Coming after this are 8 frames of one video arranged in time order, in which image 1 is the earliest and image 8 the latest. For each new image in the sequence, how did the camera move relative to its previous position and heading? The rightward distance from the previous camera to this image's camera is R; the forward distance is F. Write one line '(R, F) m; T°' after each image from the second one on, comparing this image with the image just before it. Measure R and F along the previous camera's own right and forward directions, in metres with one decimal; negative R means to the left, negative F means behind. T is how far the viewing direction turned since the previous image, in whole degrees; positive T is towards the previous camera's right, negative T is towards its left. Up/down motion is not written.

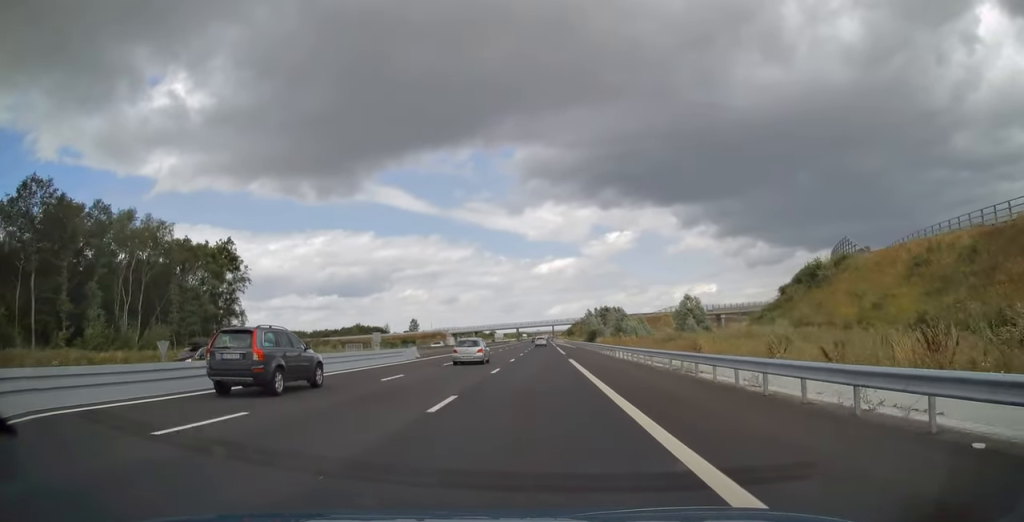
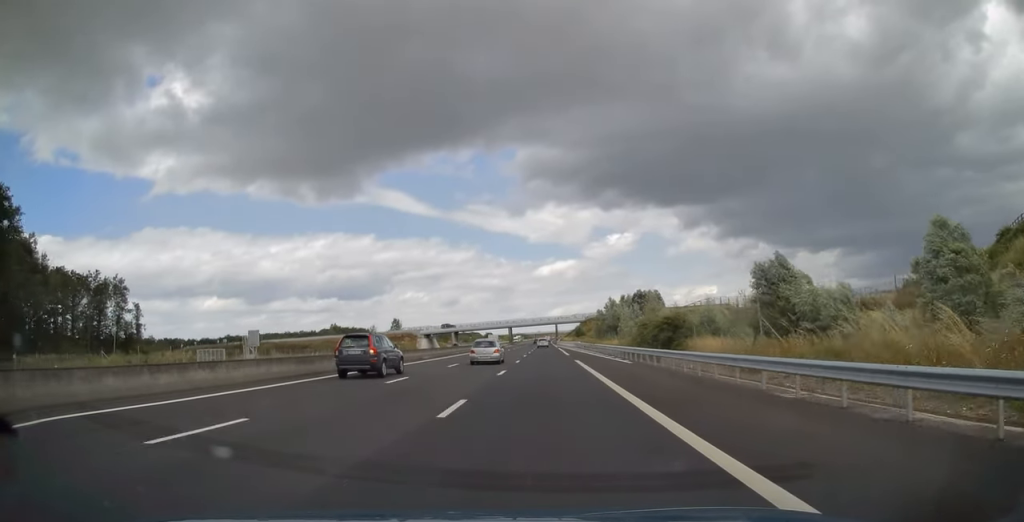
(-0.2, +53.9) m; 0°
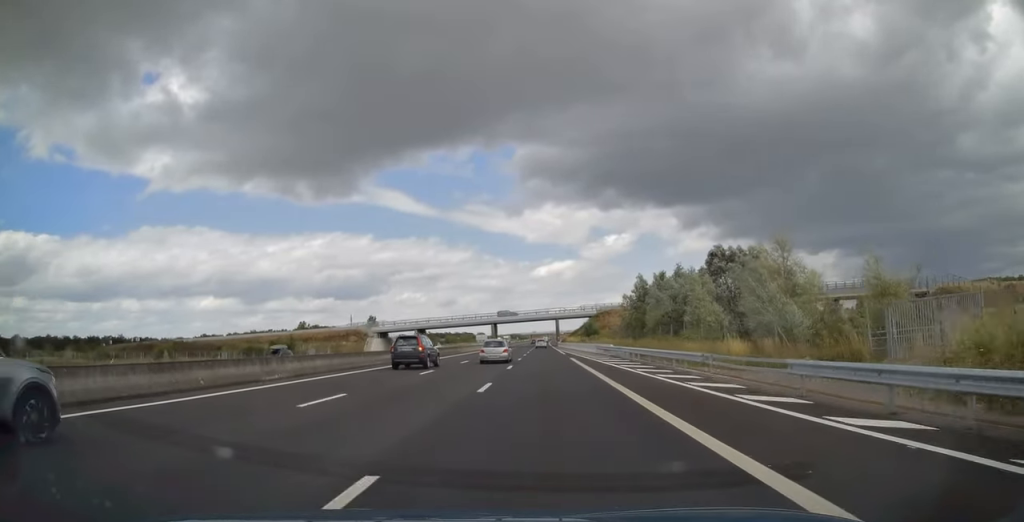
(0.0, +48.9) m; 0°
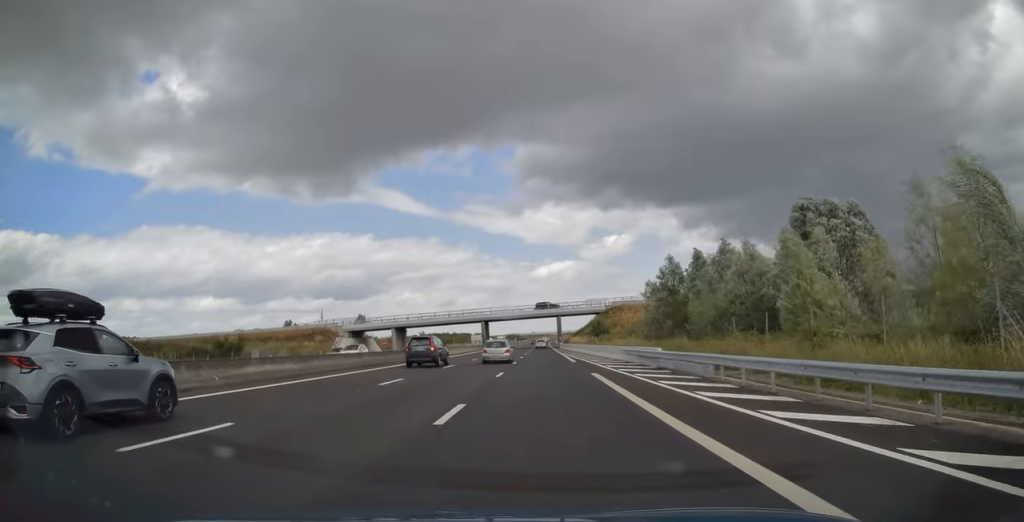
(0.0, +20.3) m; 0°
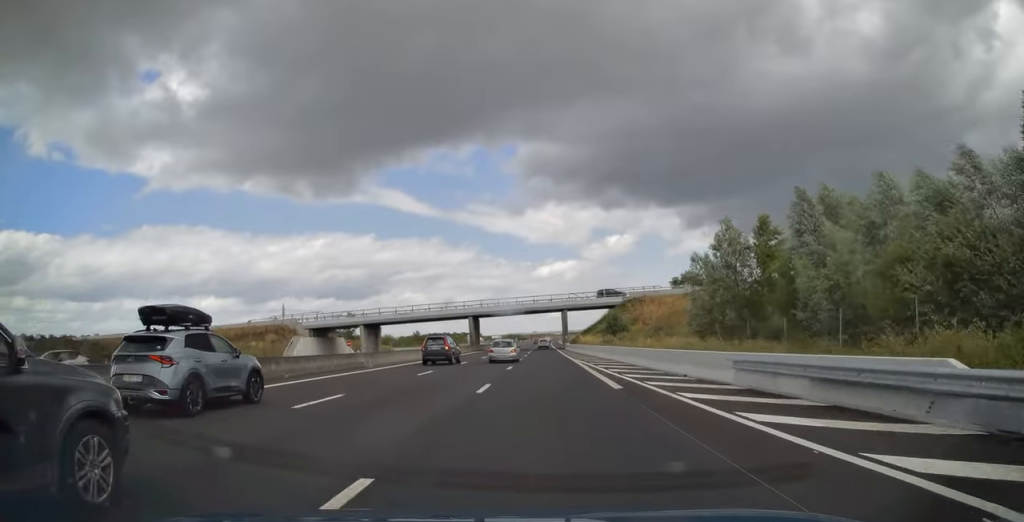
(+0.1, +21.9) m; 0°
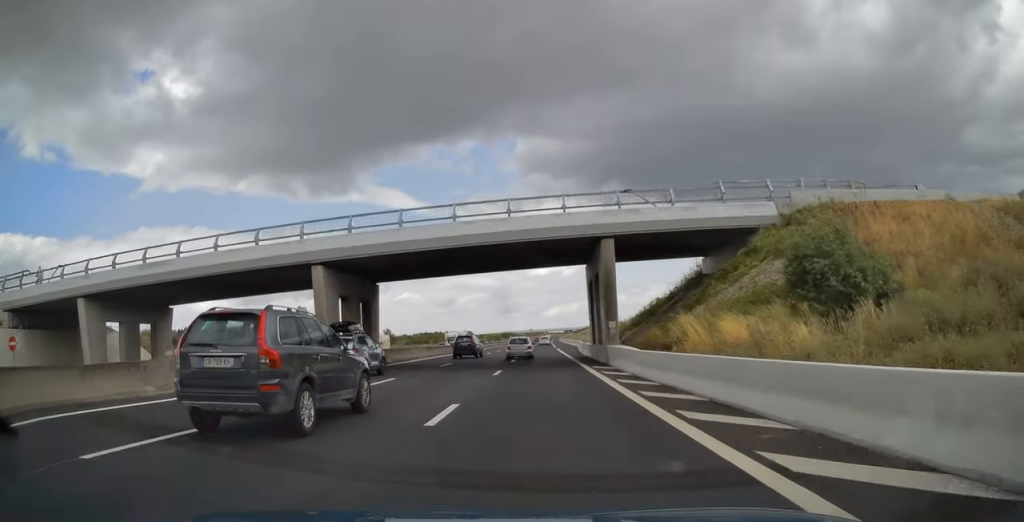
(0.0, +67.5) m; 0°
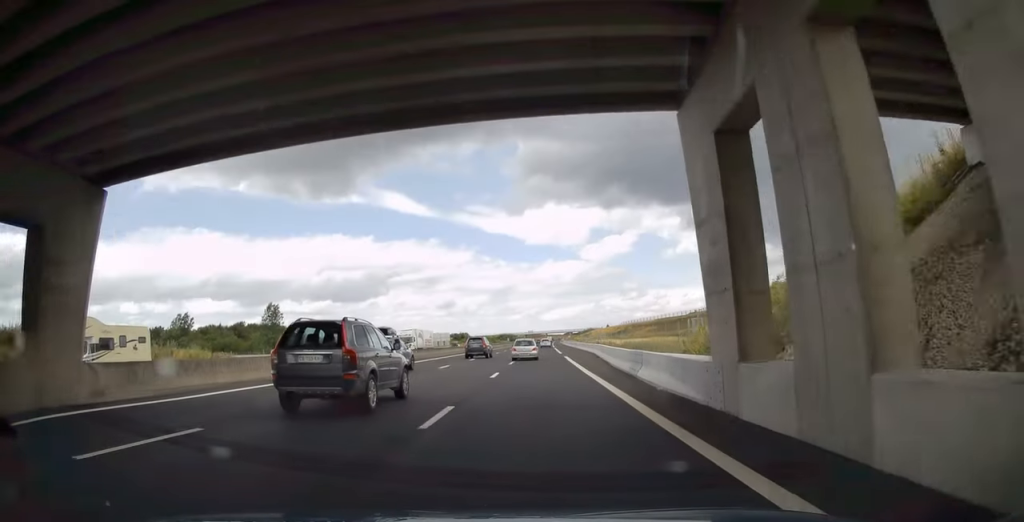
(0.0, +29.9) m; 0°
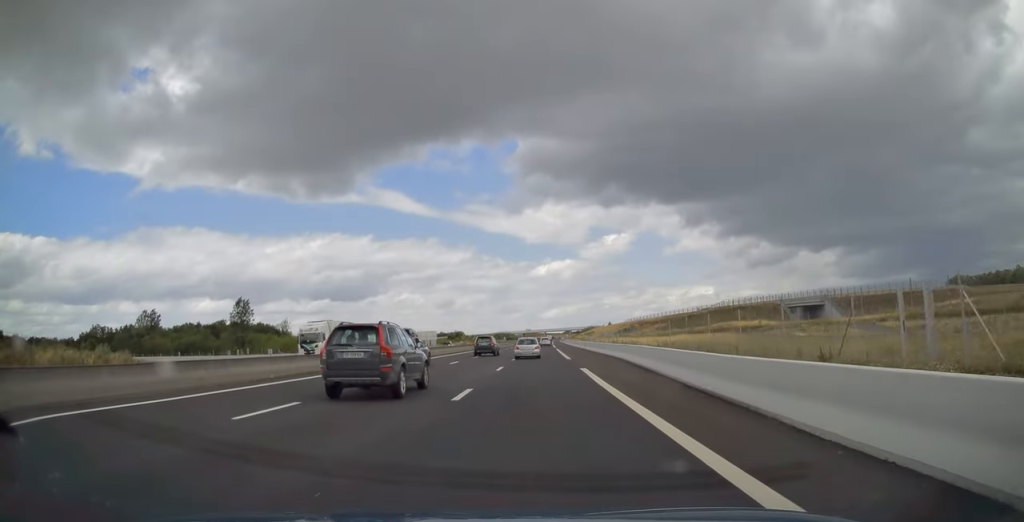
(0.0, +23.4) m; 0°
